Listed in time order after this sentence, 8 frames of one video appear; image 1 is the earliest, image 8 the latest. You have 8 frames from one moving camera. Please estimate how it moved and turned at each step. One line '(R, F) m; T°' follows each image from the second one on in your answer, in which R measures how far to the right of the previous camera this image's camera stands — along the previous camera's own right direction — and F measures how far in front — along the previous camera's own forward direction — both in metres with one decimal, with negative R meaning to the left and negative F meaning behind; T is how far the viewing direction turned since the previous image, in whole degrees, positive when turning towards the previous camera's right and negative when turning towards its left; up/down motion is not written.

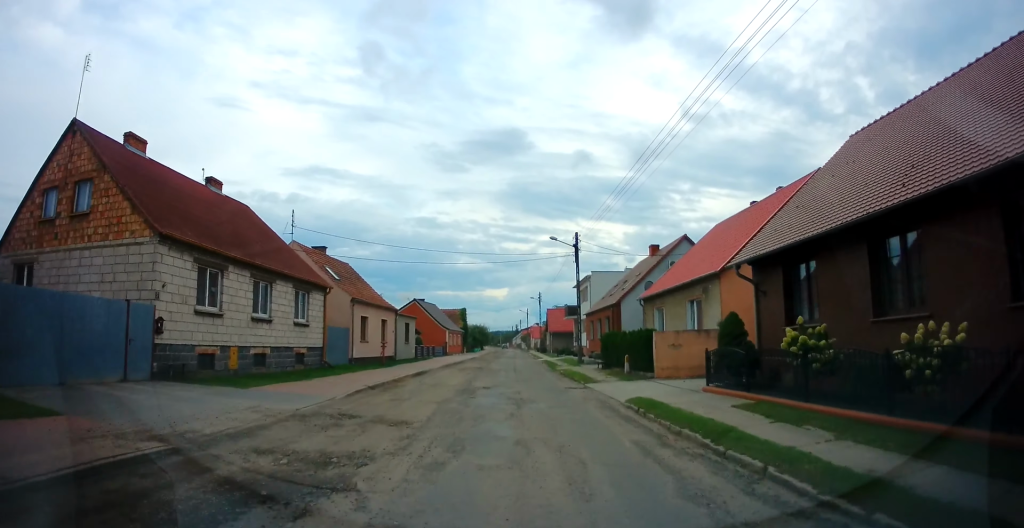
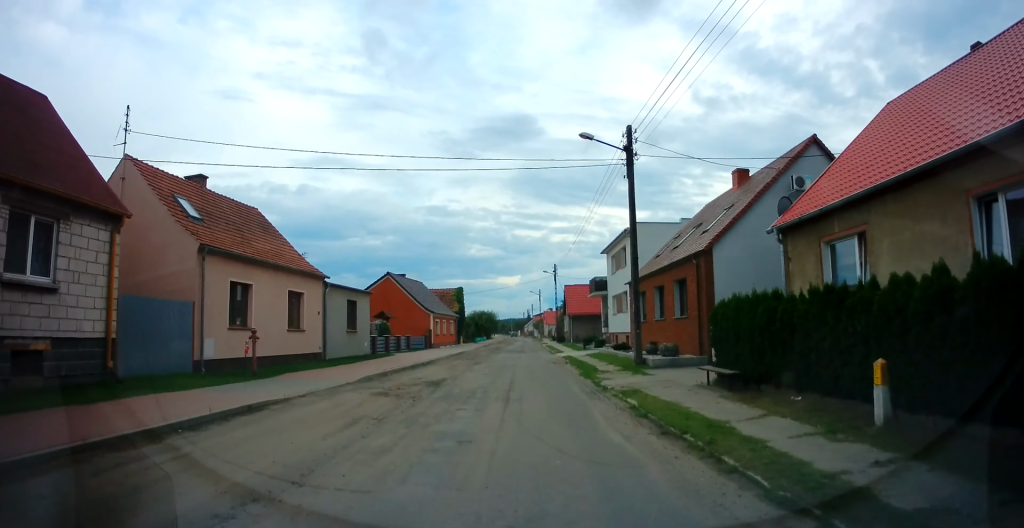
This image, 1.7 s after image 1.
(-0.3, +16.2) m; -1°
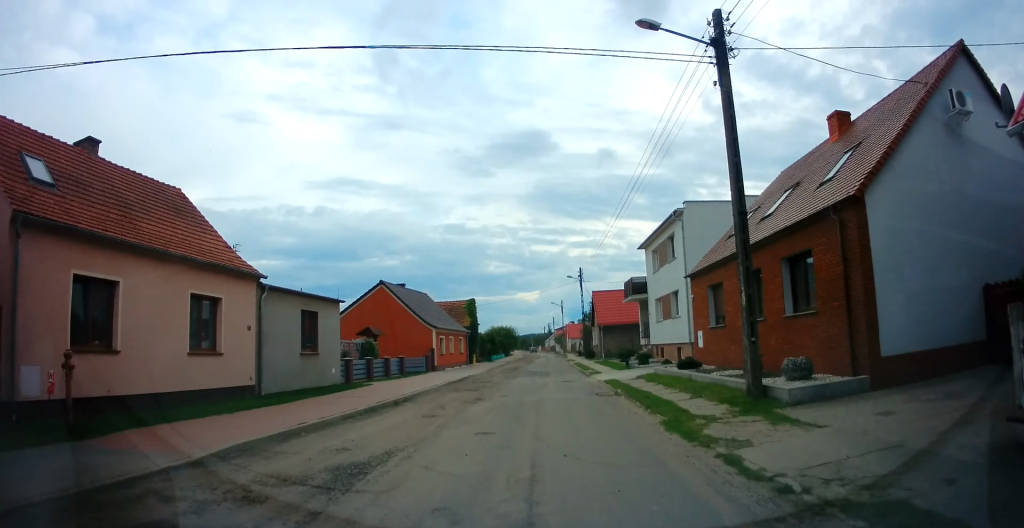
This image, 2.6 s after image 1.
(+0.4, +8.4) m; 0°
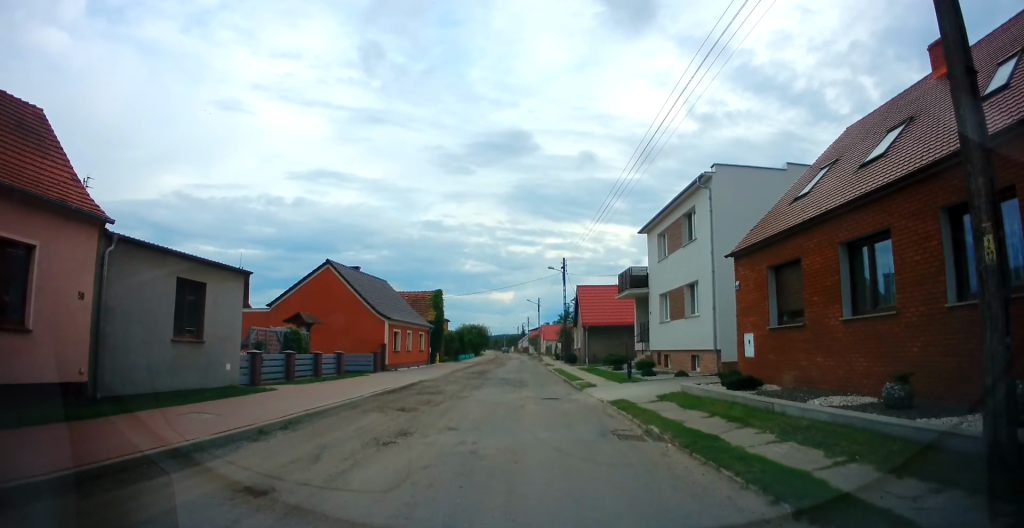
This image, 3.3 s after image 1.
(-0.3, +6.8) m; 0°
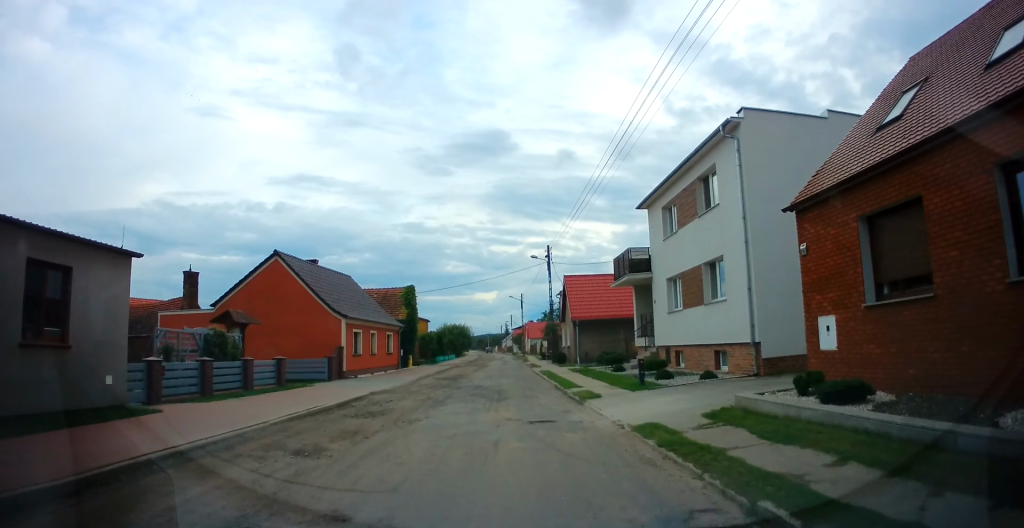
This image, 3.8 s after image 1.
(0.0, +4.7) m; +1°
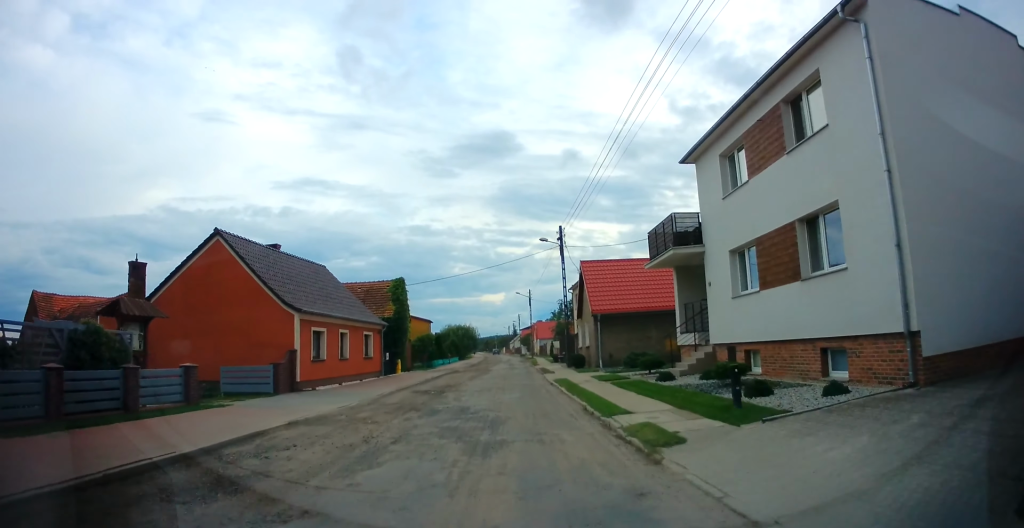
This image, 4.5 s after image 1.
(+0.2, +6.4) m; +2°
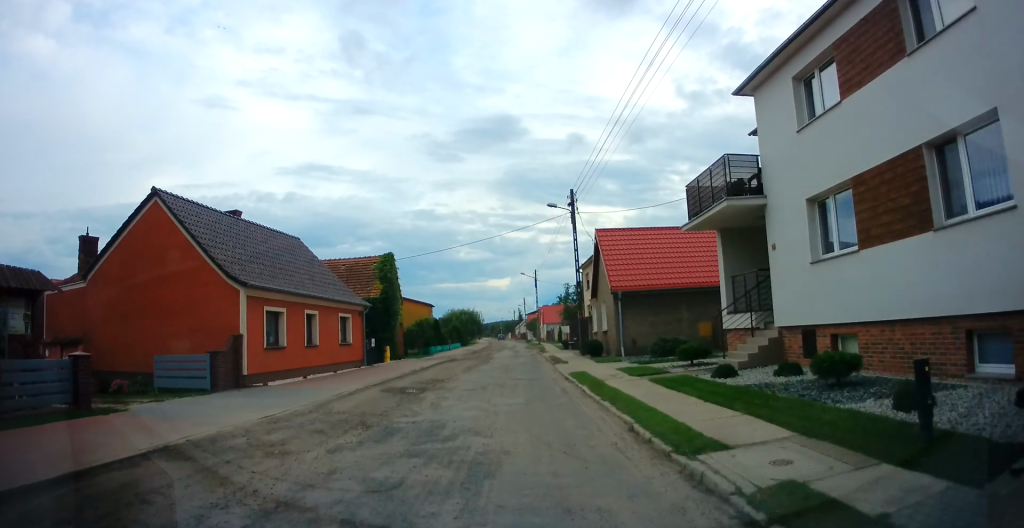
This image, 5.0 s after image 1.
(0.0, +4.5) m; 0°
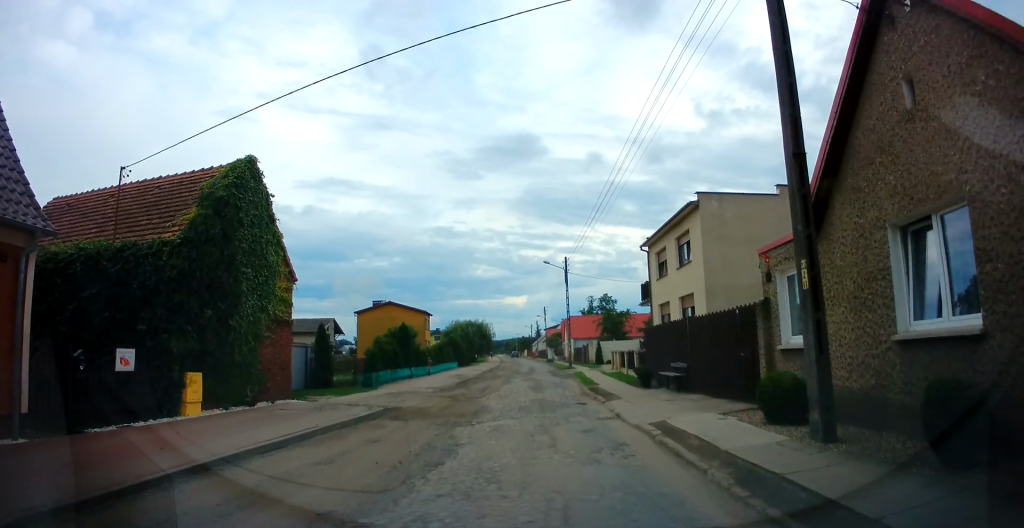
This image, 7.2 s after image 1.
(-0.7, +20.7) m; -2°
